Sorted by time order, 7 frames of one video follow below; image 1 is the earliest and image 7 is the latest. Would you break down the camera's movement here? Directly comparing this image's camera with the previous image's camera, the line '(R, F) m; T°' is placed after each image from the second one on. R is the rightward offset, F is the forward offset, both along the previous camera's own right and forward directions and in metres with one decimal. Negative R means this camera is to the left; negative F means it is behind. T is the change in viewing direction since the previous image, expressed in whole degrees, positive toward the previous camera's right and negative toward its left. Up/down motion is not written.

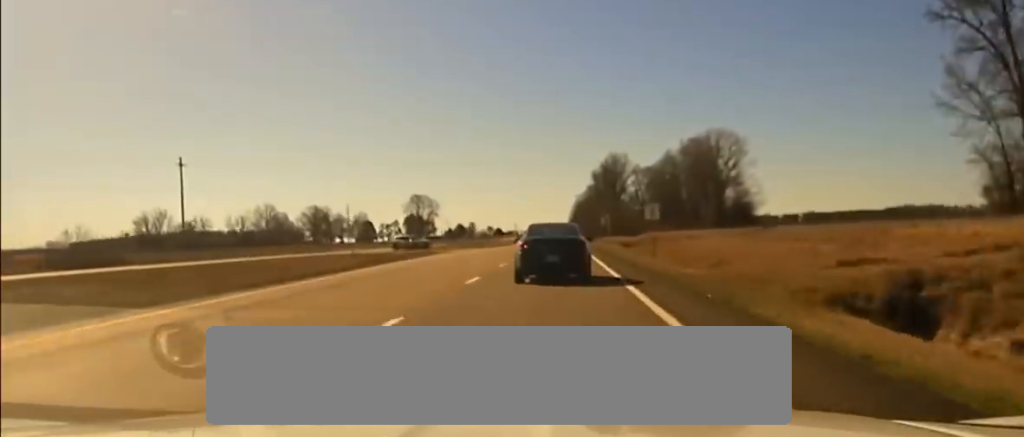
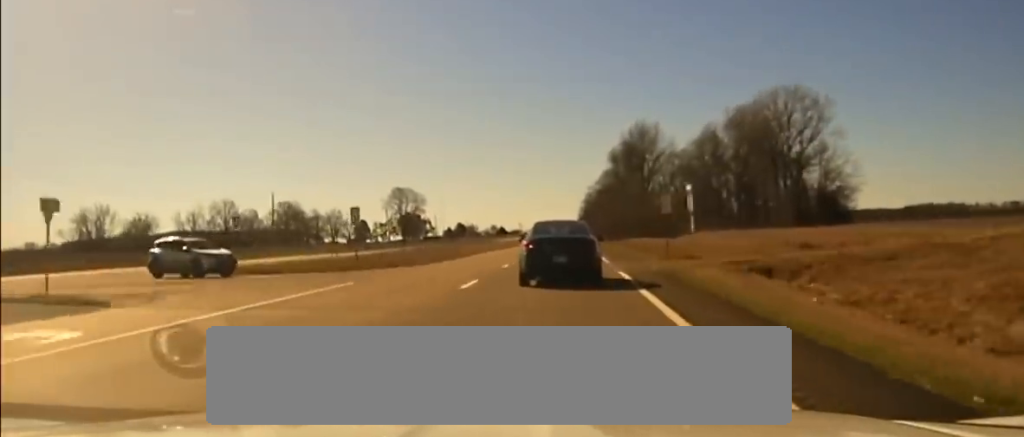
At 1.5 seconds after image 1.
(-0.1, +64.6) m; 0°
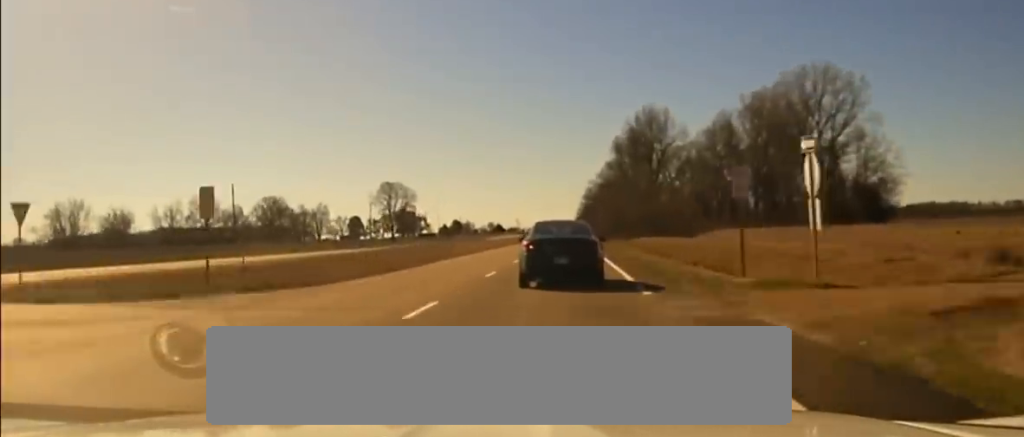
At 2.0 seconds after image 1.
(0.0, +19.7) m; 0°
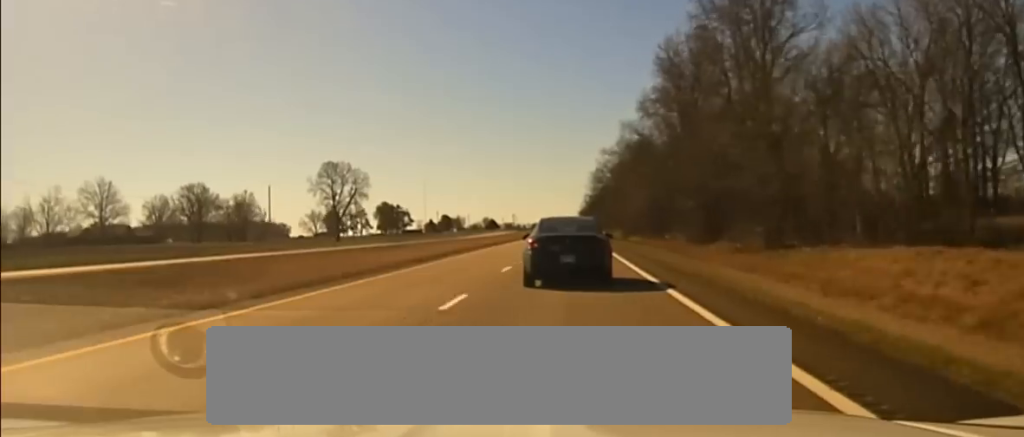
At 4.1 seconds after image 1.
(+0.5, +85.5) m; 0°
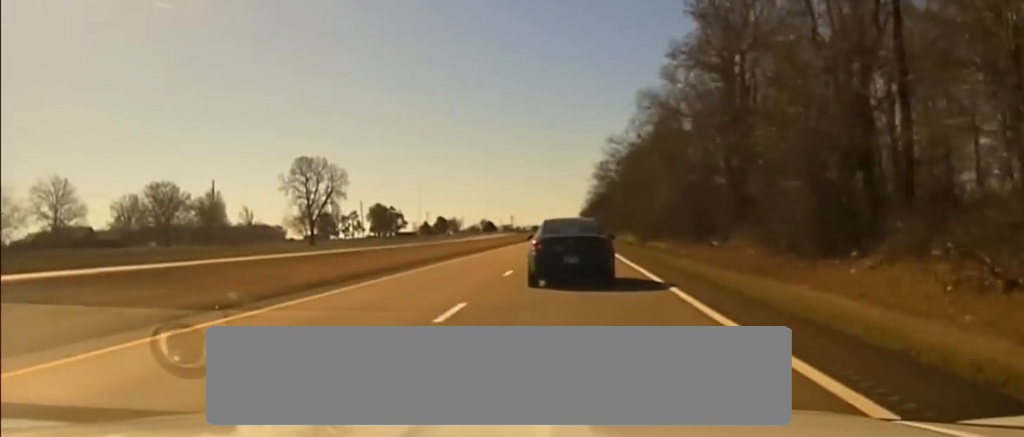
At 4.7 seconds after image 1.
(-0.1, +26.2) m; 0°
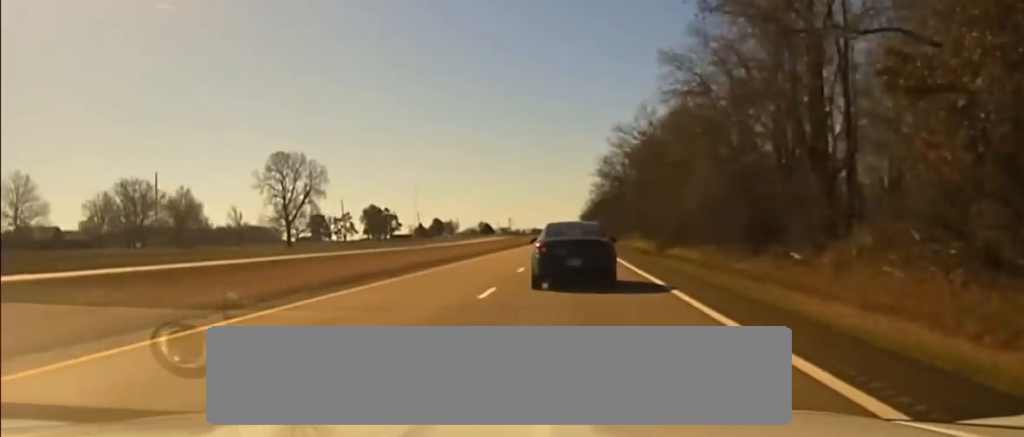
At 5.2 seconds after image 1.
(0.0, +19.5) m; 0°
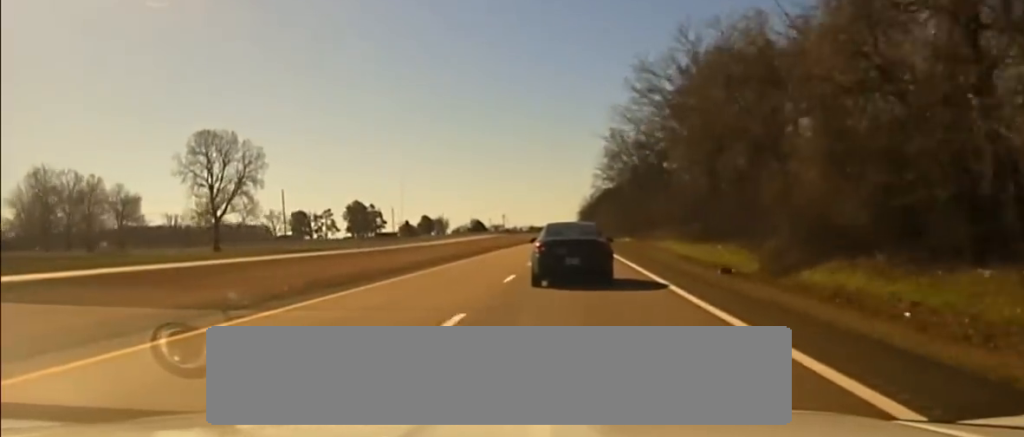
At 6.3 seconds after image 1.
(-0.1, +41.6) m; 0°
